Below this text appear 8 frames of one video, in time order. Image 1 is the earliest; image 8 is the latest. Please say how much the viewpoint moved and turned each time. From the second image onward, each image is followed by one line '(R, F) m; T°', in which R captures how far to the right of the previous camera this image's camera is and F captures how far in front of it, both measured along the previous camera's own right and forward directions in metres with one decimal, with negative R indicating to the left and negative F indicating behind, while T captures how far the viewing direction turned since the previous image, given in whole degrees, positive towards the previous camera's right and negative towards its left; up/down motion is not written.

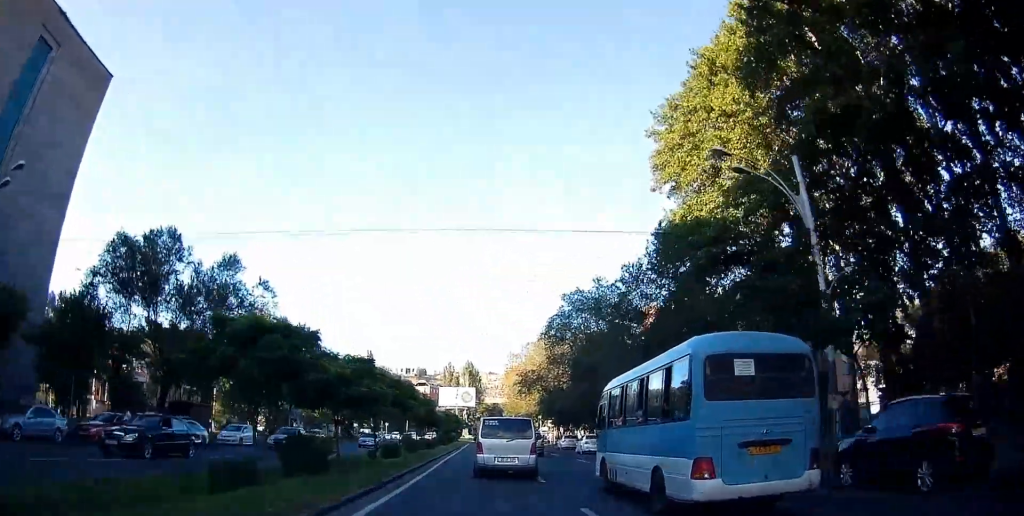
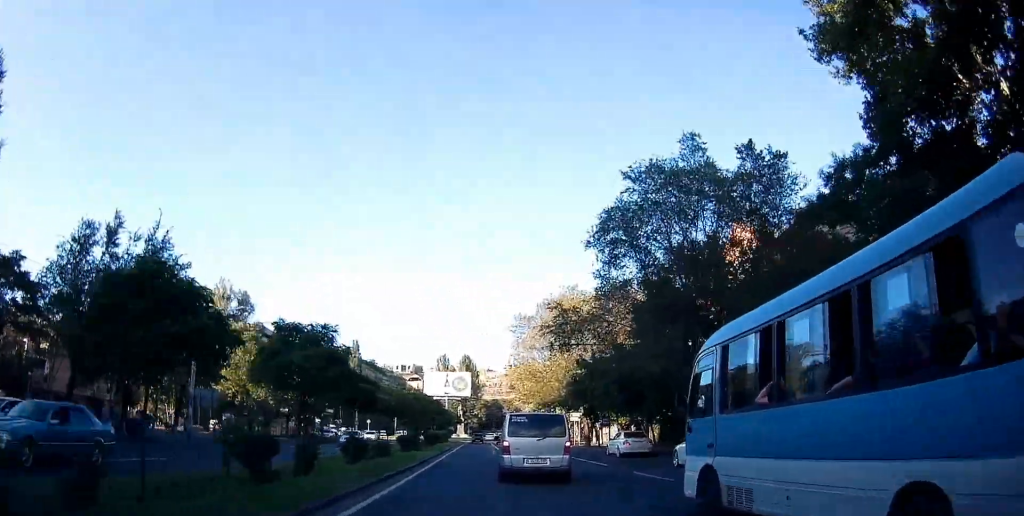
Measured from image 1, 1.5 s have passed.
(-0.4, +23.8) m; +1°
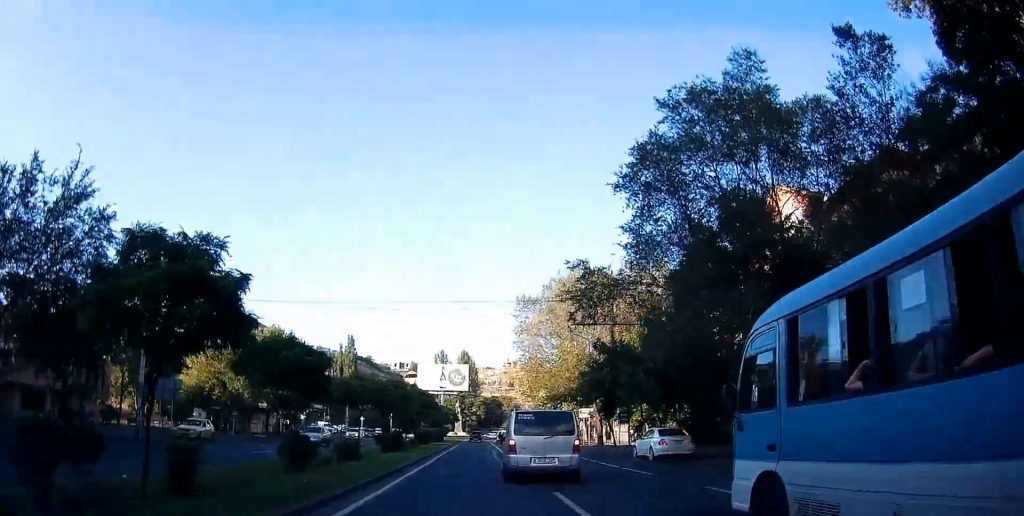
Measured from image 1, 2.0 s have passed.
(0.0, +6.6) m; +1°
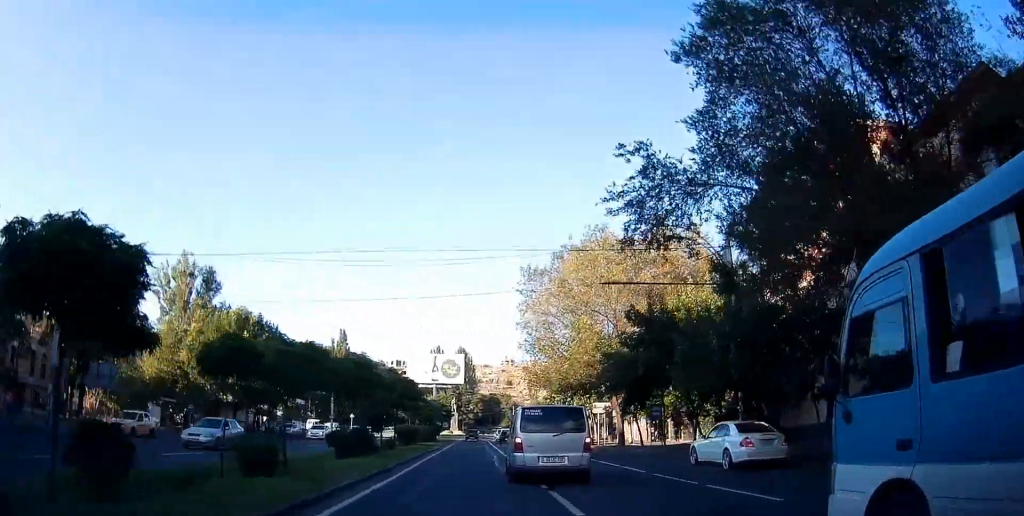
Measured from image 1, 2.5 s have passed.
(+0.3, +8.5) m; +1°
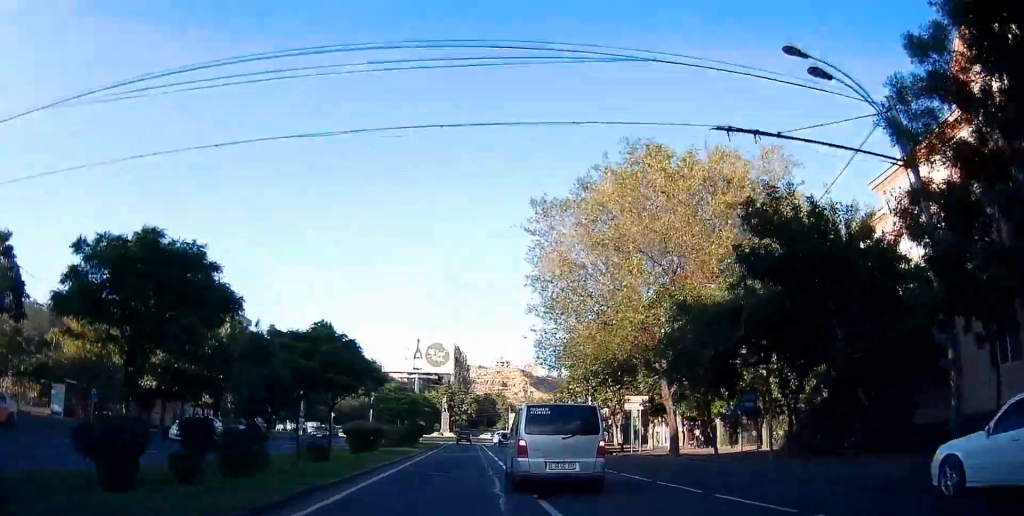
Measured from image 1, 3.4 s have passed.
(+0.2, +13.0) m; -1°
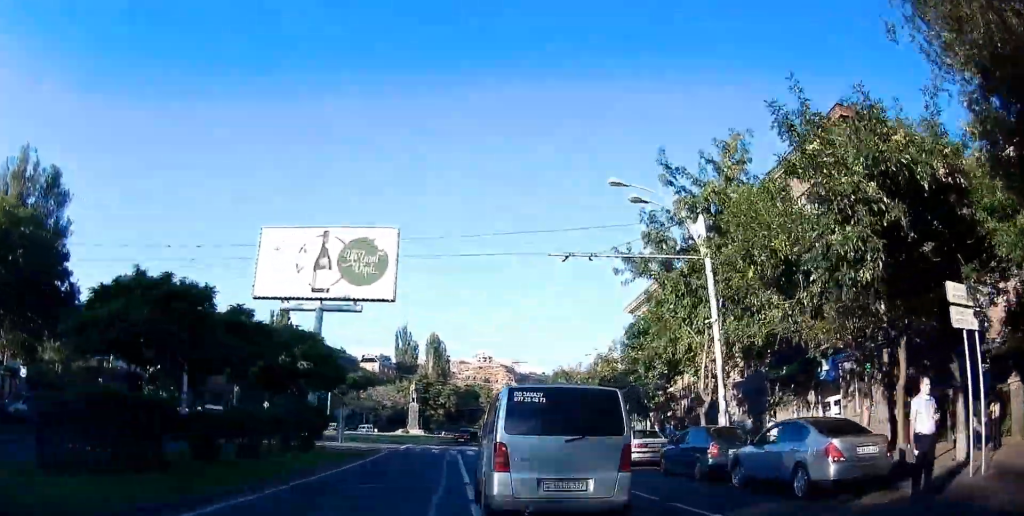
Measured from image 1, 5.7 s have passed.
(-0.7, +29.2) m; +1°
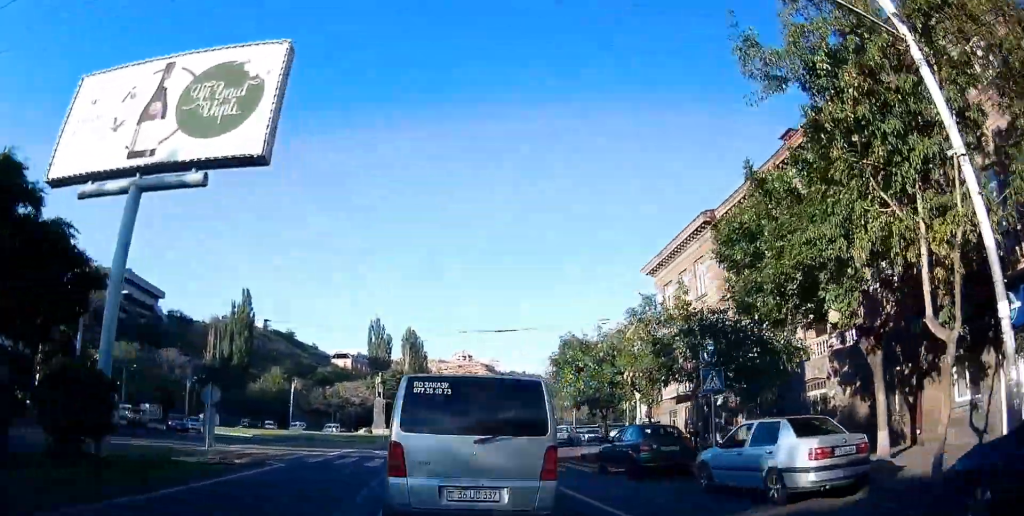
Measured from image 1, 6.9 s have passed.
(+0.5, +14.2) m; +3°
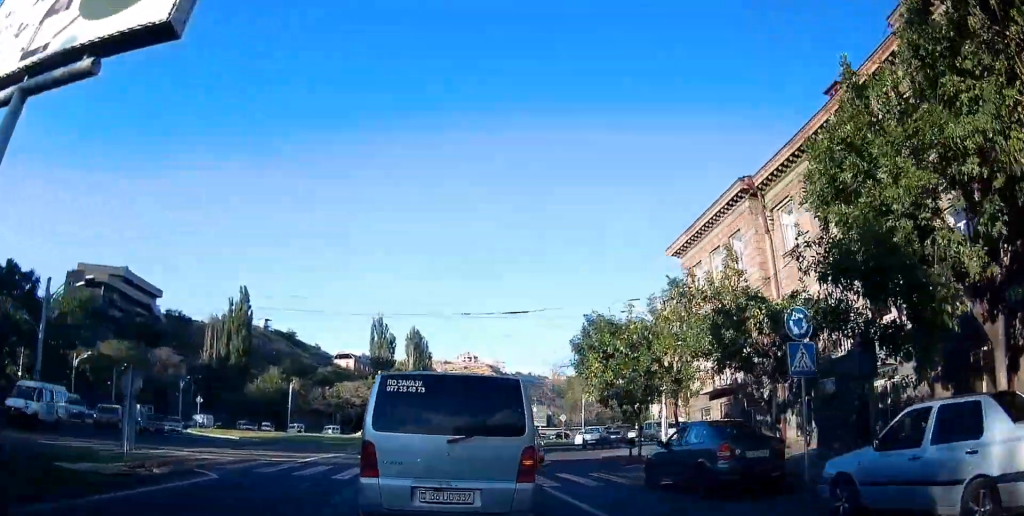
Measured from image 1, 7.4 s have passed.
(0.0, +5.1) m; +1°
